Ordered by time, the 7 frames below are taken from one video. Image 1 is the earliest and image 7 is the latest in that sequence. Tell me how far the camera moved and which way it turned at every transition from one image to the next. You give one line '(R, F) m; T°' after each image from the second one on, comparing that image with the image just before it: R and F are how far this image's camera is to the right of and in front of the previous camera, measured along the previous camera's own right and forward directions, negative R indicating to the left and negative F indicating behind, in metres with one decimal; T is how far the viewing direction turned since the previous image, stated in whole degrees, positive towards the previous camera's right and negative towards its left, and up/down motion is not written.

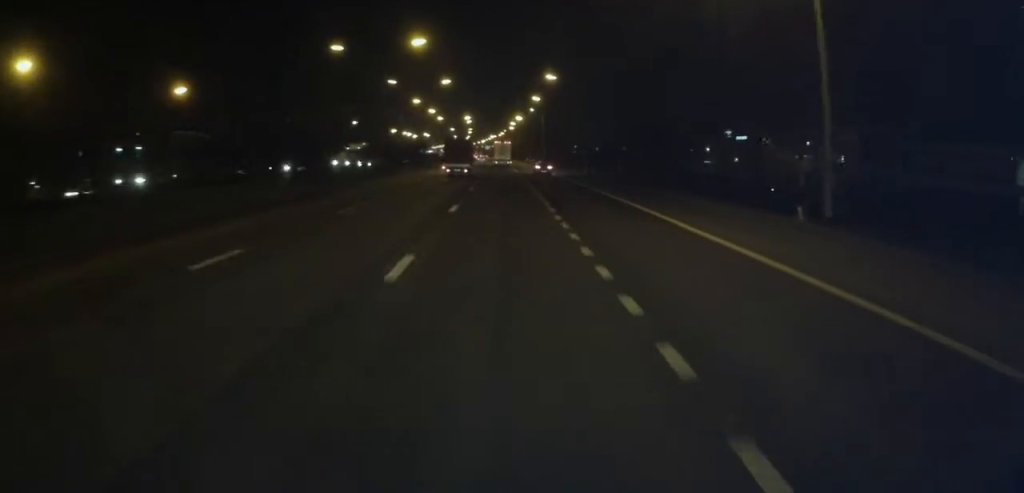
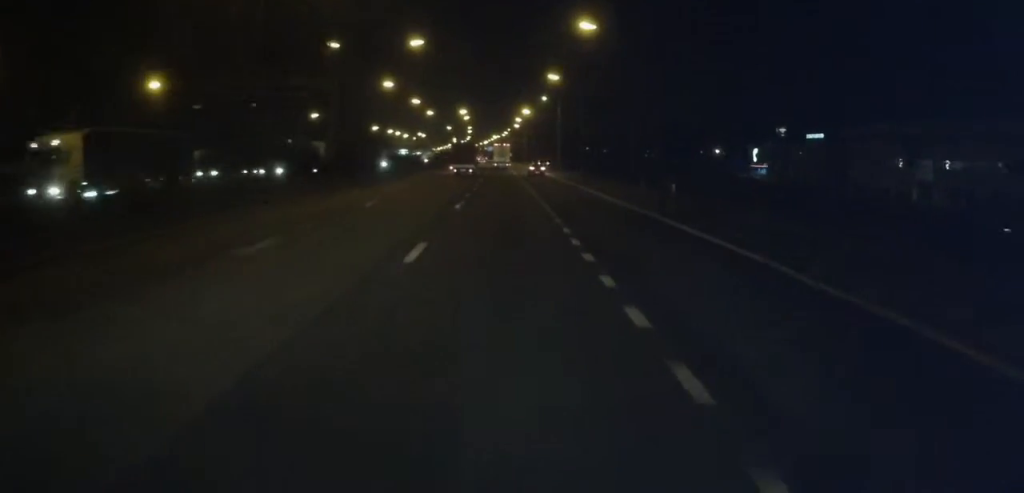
(-0.1, +35.5) m; 0°
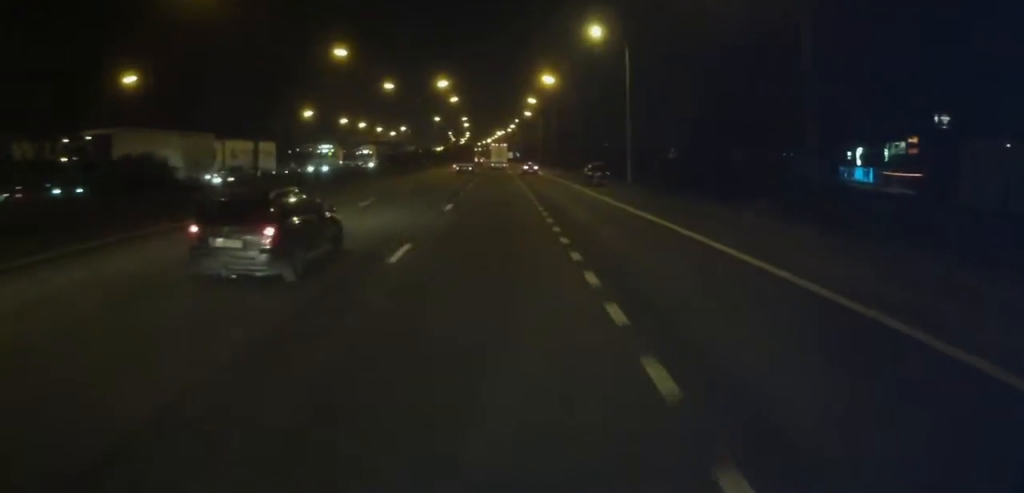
(-0.3, +62.2) m; 0°
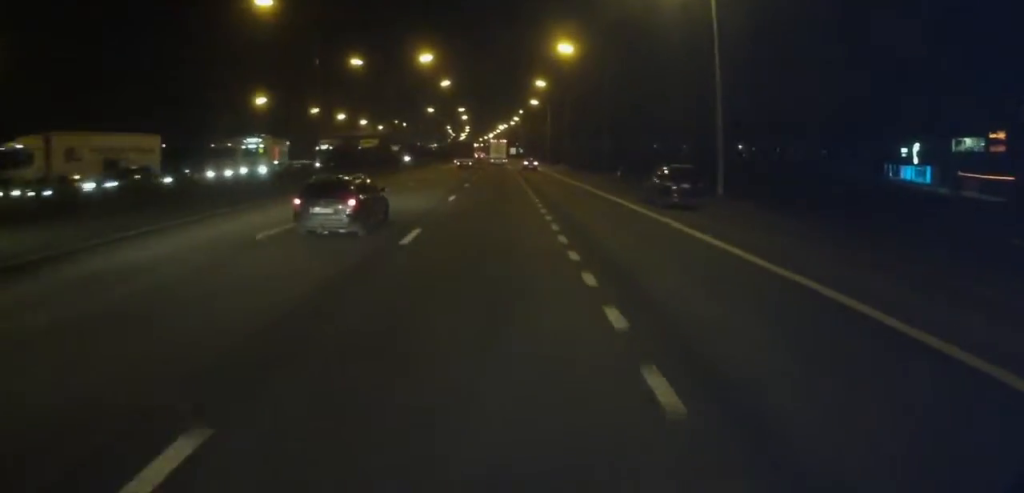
(+0.4, +22.8) m; 0°
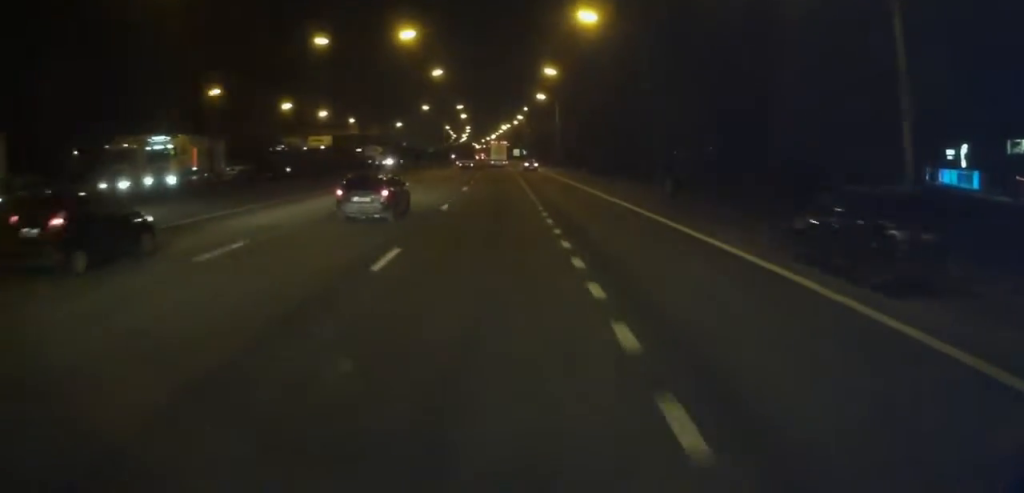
(-0.3, +15.7) m; 0°
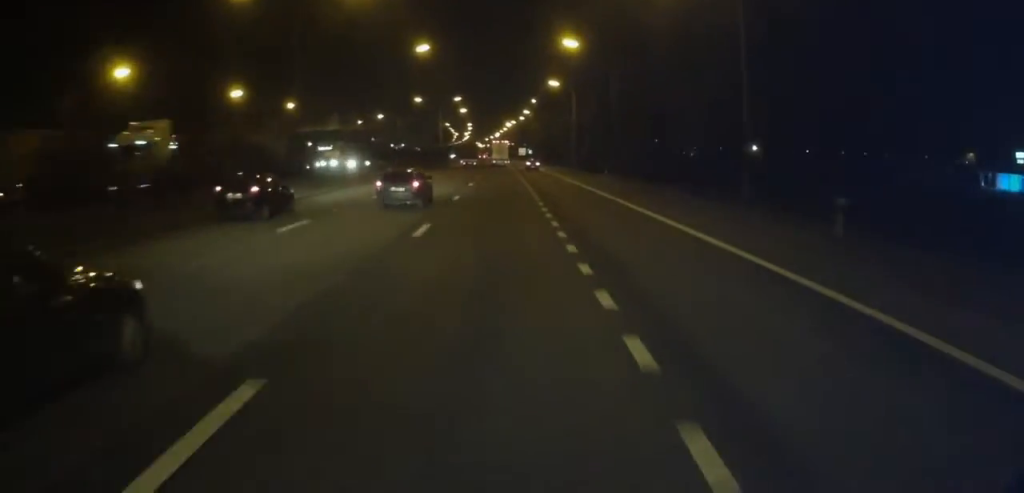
(-0.1, +20.4) m; 0°
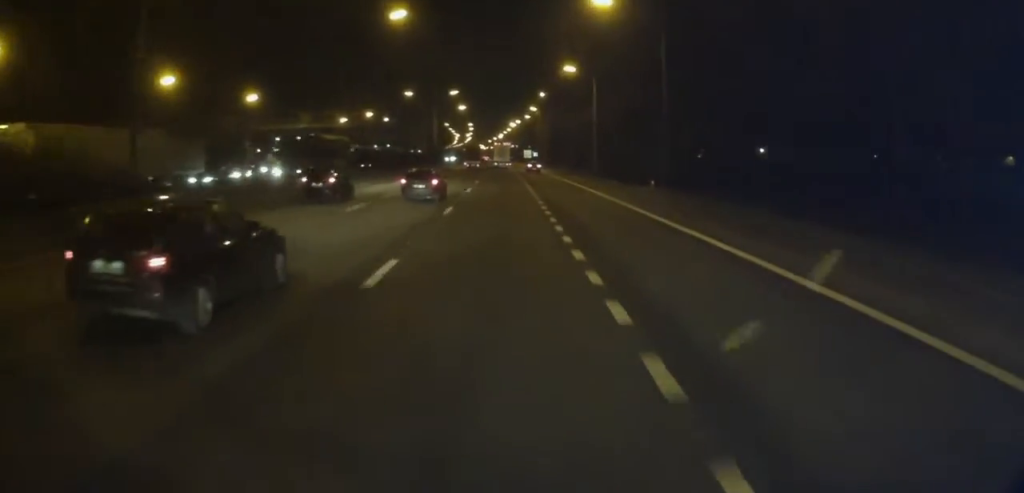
(+0.1, +18.0) m; 0°
